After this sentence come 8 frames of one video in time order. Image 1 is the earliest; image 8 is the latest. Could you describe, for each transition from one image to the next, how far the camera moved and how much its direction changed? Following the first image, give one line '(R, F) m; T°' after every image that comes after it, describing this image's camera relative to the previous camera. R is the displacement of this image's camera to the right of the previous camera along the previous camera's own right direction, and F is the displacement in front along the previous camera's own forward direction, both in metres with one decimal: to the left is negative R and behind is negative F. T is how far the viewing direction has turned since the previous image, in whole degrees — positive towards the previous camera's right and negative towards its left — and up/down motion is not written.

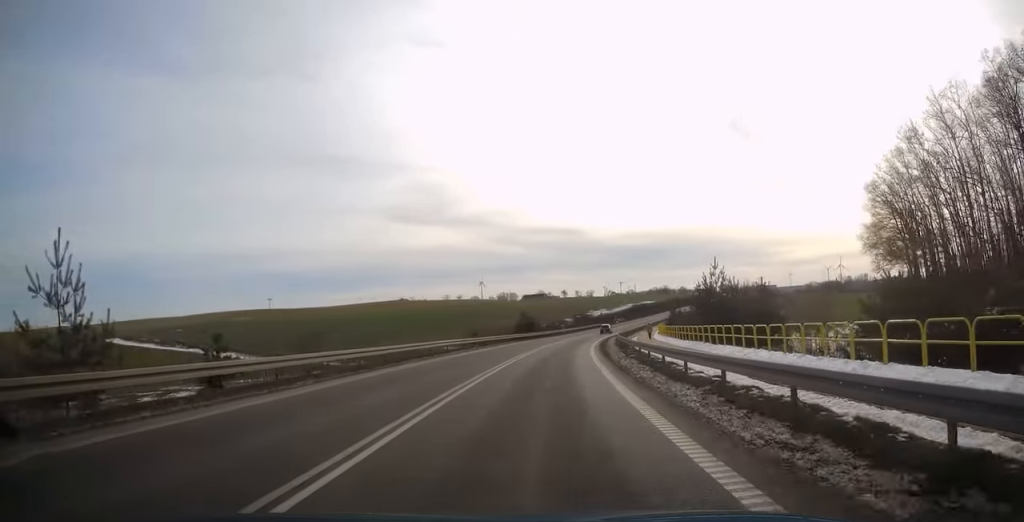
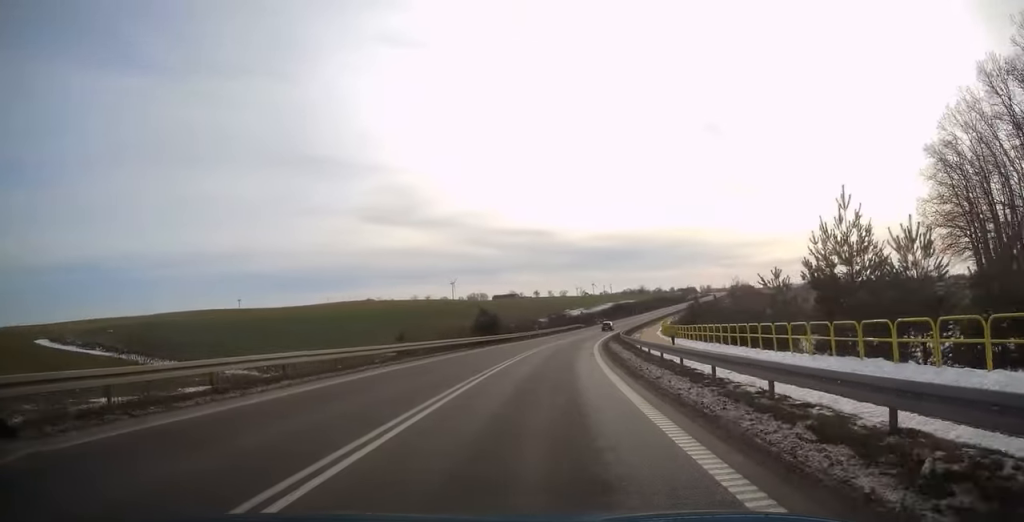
(+0.7, +23.2) m; +2°
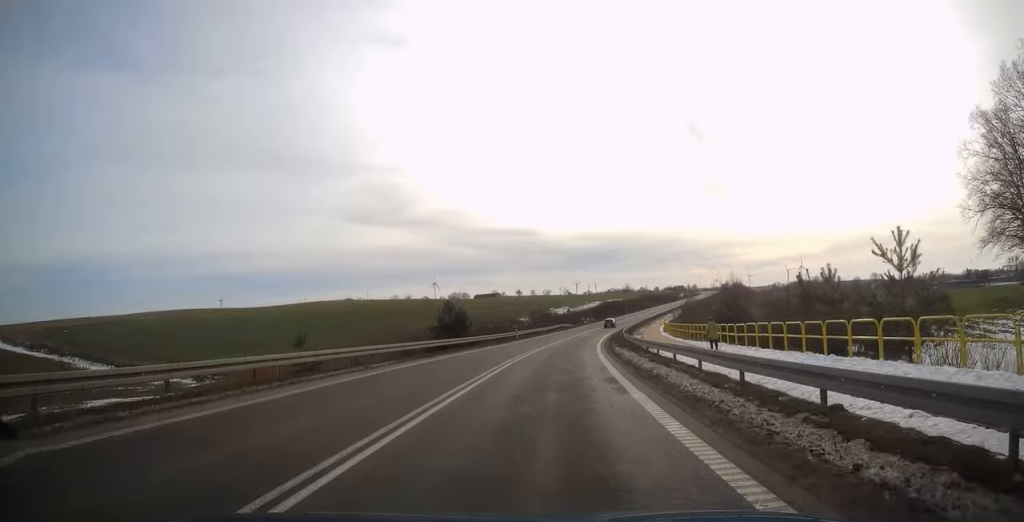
(+0.1, +14.1) m; +1°
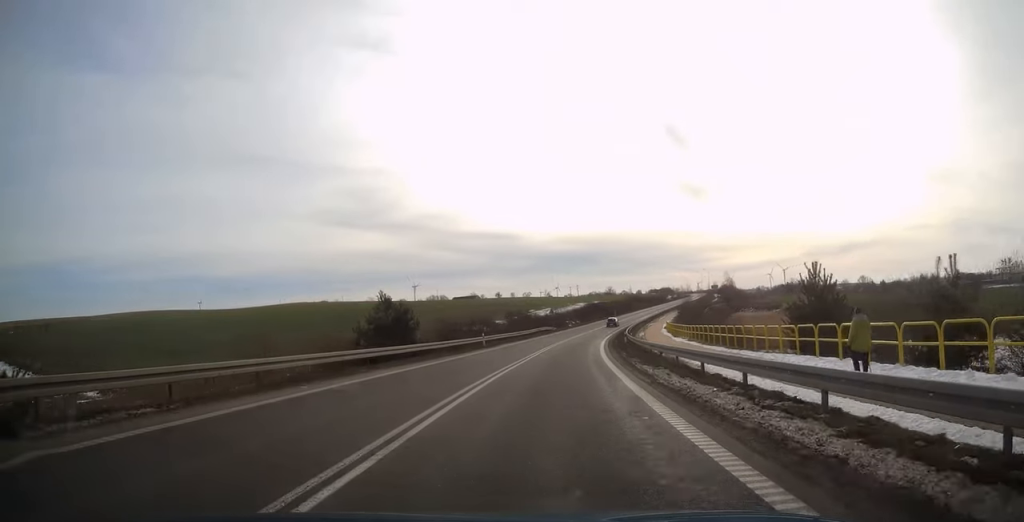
(+0.1, +15.9) m; +2°
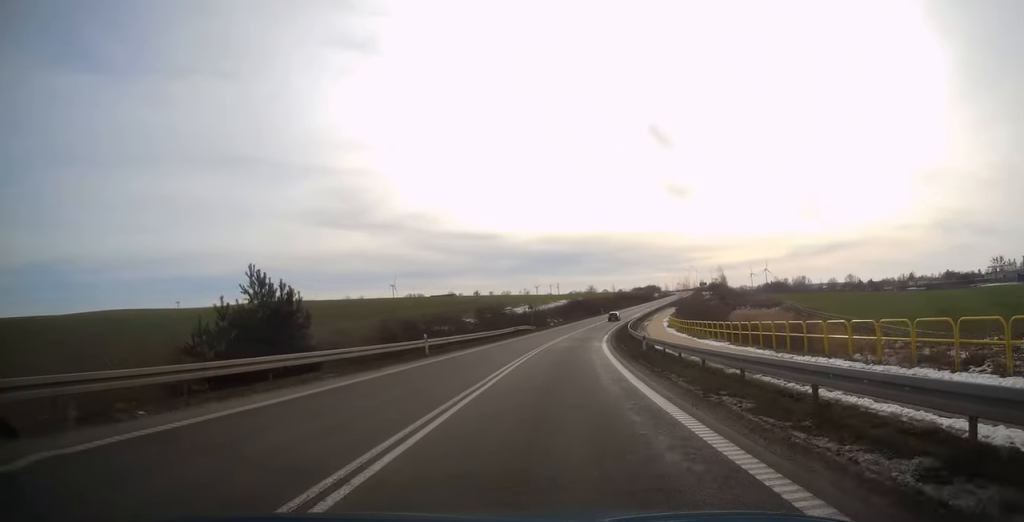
(+0.3, +15.5) m; +2°
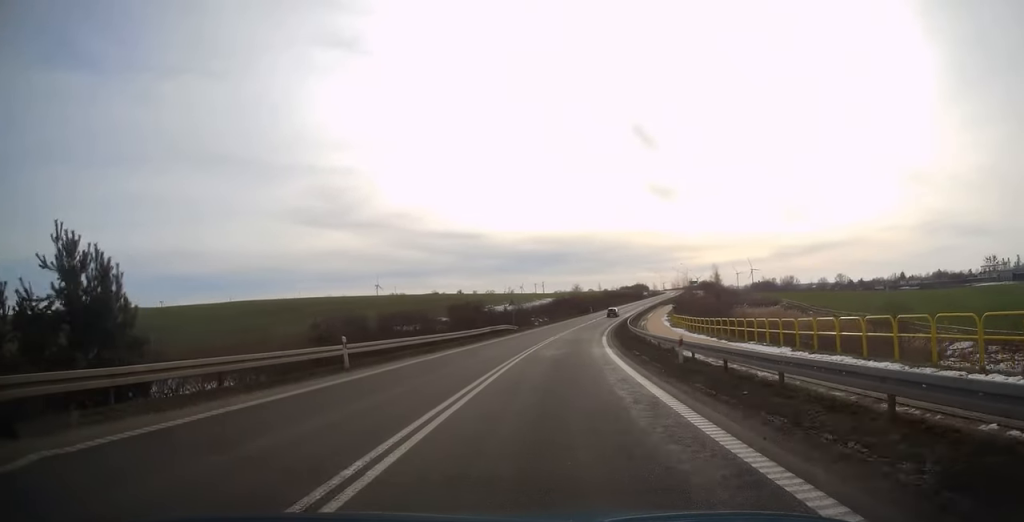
(+0.2, +10.3) m; +1°
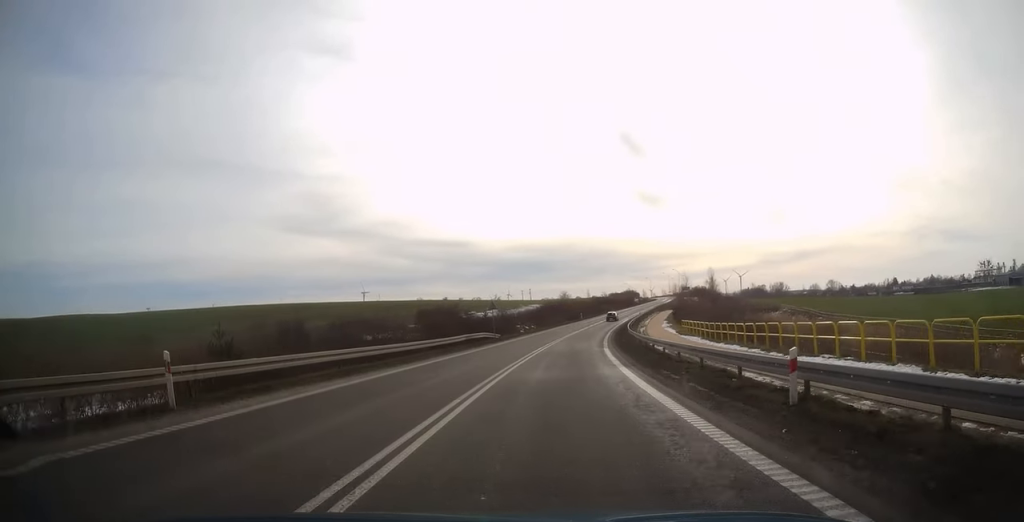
(0.0, +9.2) m; +1°
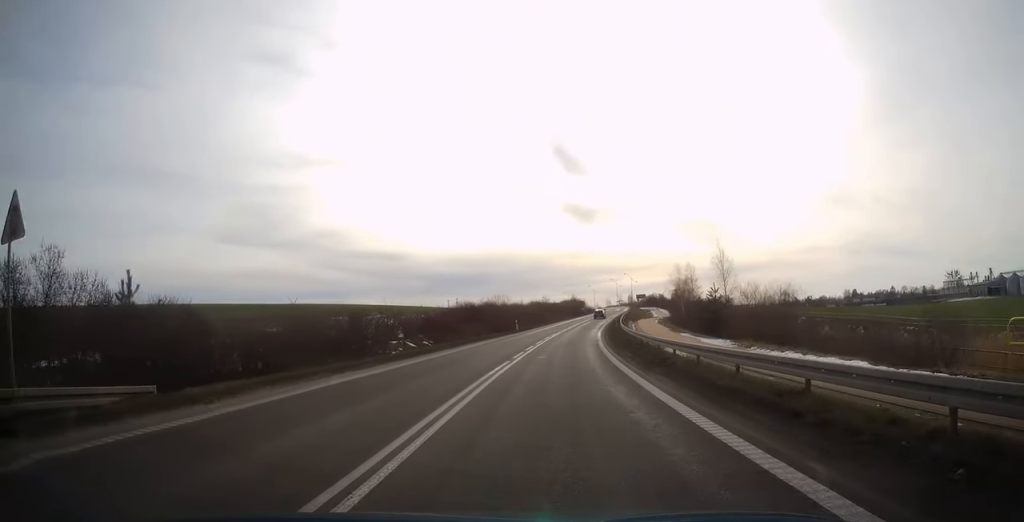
(+2.5, +44.7) m; +7°
